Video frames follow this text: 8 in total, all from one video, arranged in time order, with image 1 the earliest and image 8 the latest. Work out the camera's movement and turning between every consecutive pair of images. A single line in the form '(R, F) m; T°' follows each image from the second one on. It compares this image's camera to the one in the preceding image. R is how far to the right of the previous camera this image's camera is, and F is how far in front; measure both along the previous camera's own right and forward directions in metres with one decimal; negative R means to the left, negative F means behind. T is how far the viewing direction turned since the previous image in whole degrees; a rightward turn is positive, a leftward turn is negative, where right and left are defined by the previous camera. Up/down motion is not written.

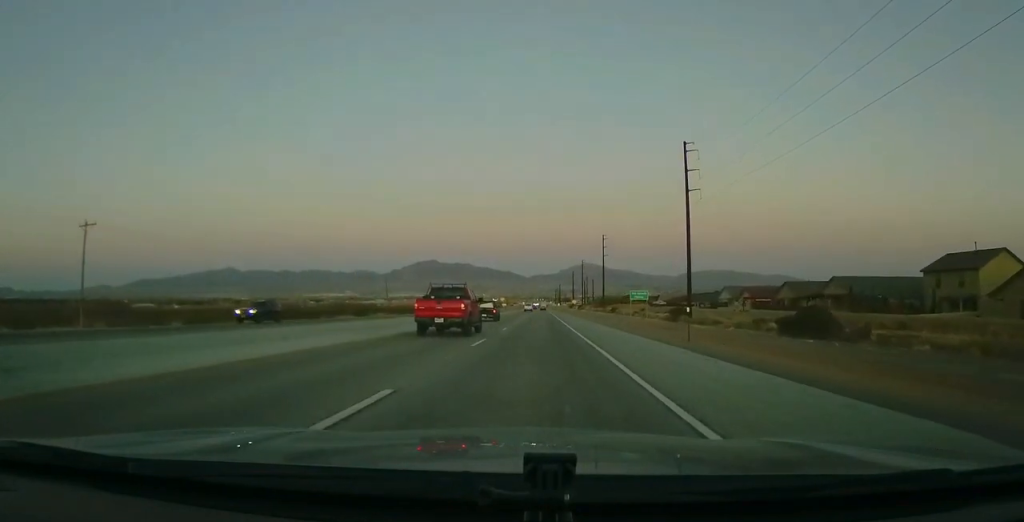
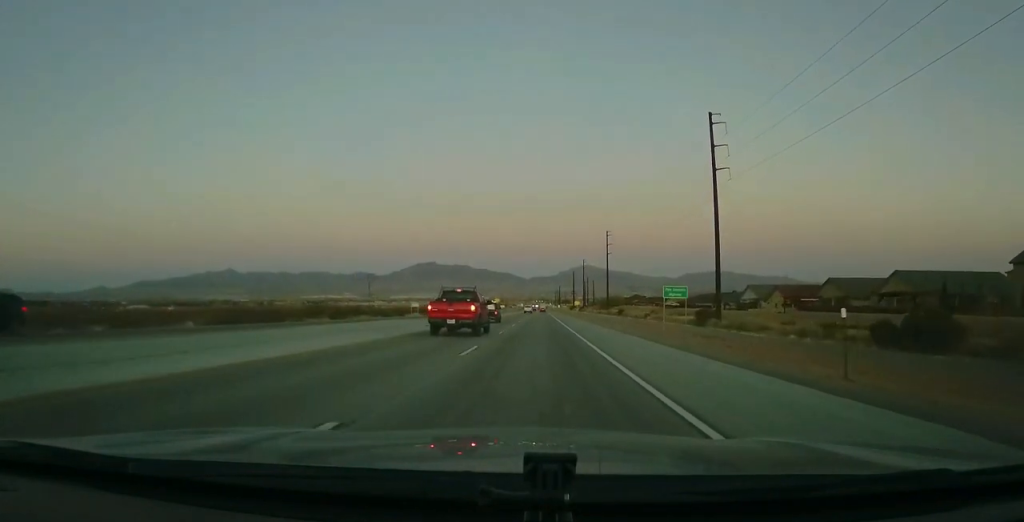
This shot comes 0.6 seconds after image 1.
(-0.3, +14.5) m; -1°
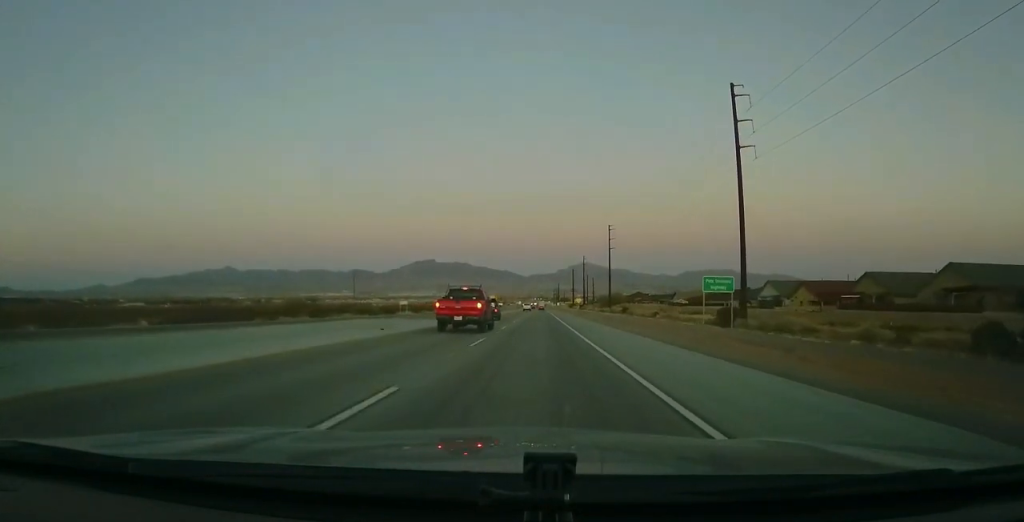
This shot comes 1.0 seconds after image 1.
(-0.1, +9.7) m; 0°
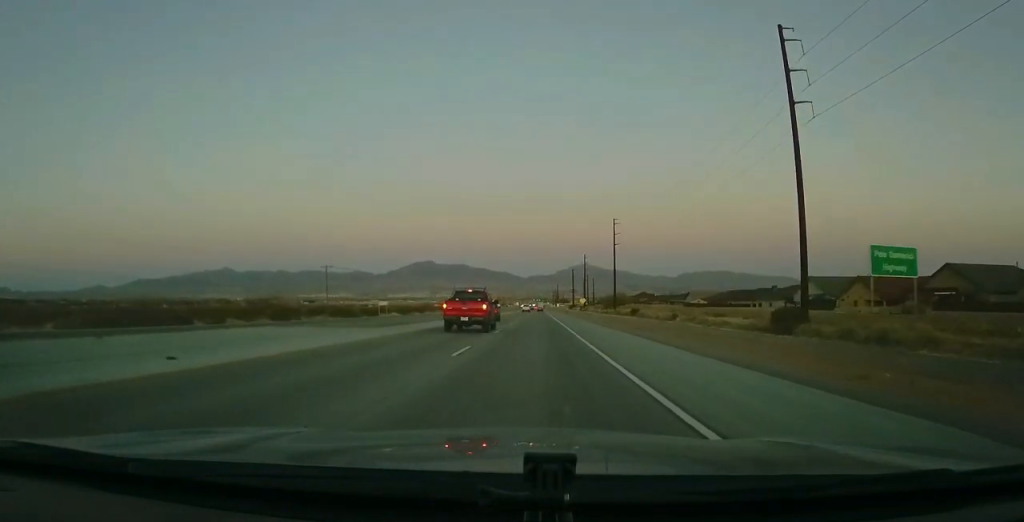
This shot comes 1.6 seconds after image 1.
(0.0, +15.4) m; 0°
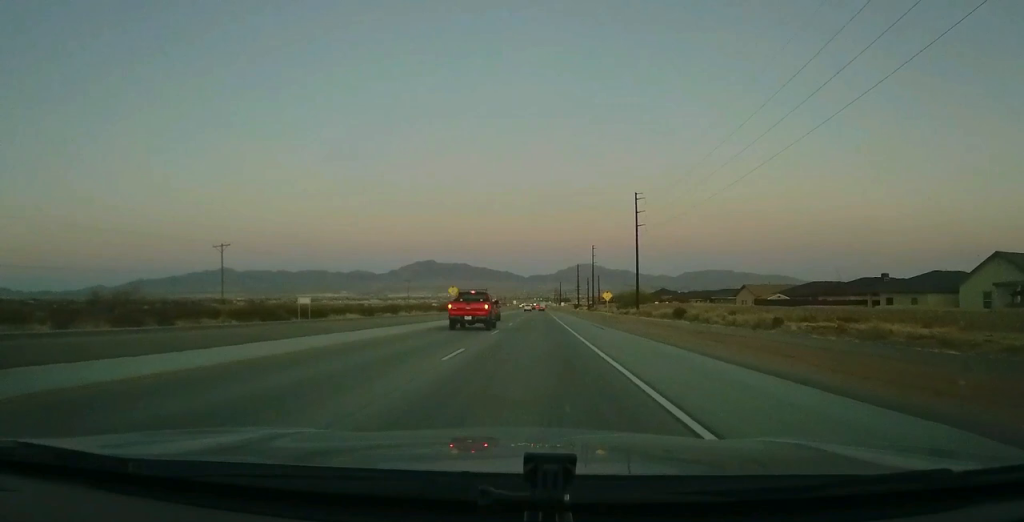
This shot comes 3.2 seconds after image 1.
(0.0, +37.8) m; 0°
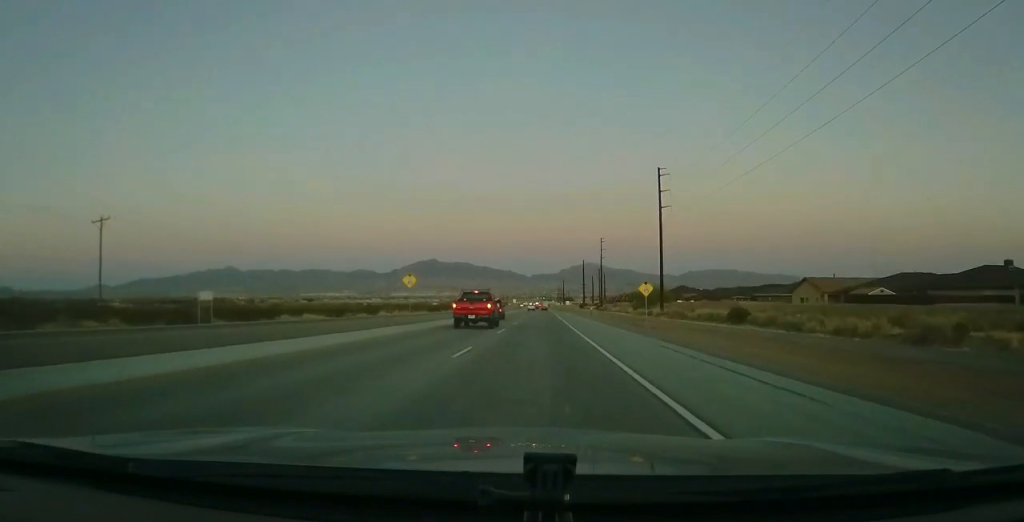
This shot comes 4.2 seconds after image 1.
(0.0, +23.9) m; 0°
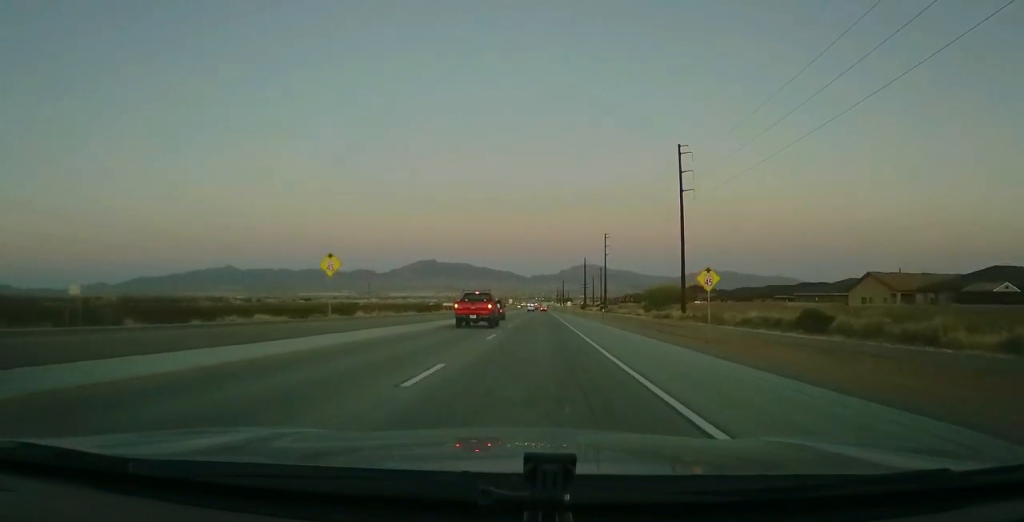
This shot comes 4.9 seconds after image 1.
(-0.1, +17.5) m; +1°
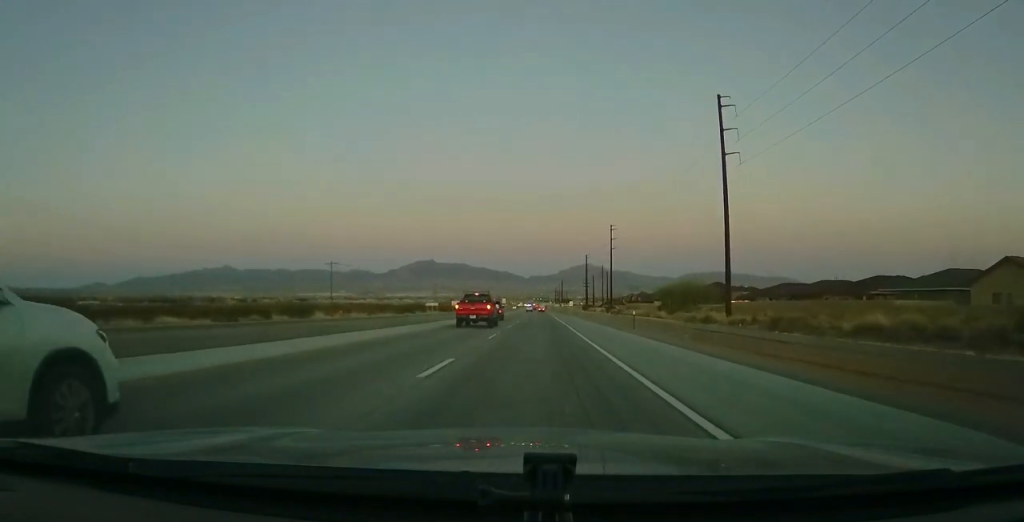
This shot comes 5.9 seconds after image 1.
(+0.5, +23.1) m; 0°
